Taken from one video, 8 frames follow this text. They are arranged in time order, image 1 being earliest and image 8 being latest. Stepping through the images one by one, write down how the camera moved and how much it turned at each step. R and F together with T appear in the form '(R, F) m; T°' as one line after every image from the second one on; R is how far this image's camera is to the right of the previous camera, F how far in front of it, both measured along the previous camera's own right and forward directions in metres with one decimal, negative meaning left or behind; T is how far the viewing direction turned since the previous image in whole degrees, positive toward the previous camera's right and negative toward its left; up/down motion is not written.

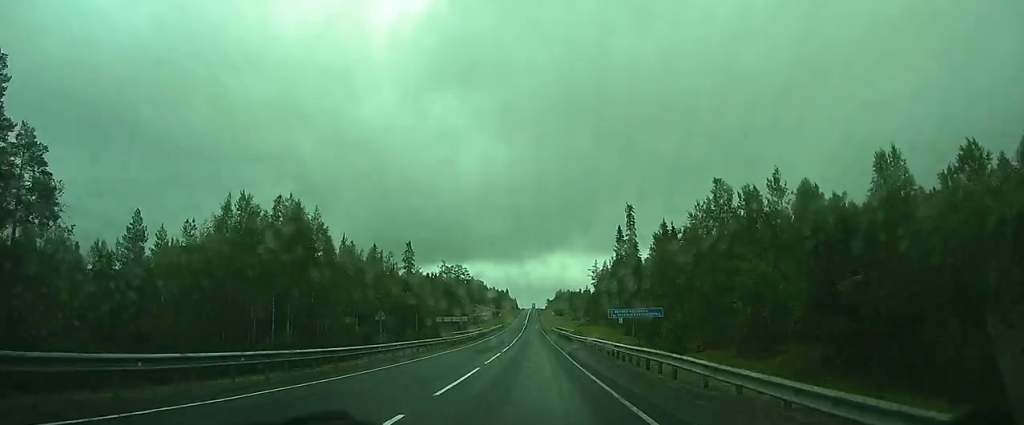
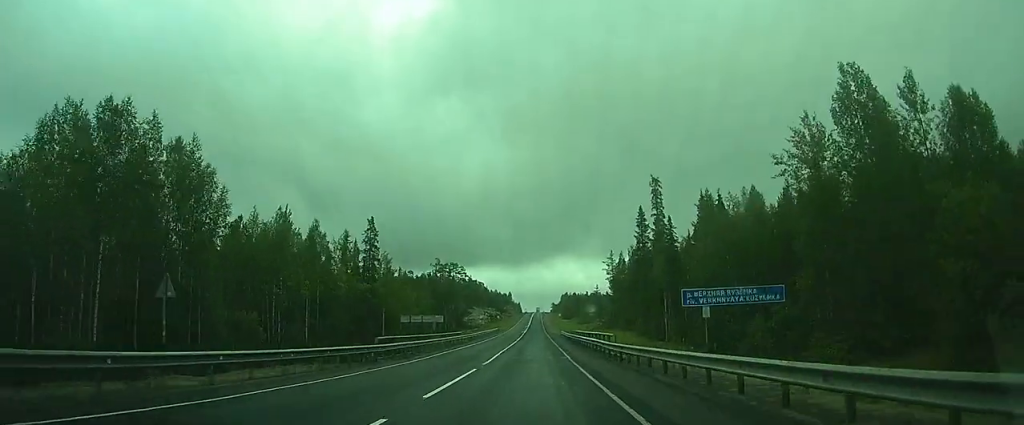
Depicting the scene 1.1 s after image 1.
(-0.1, +27.5) m; 0°
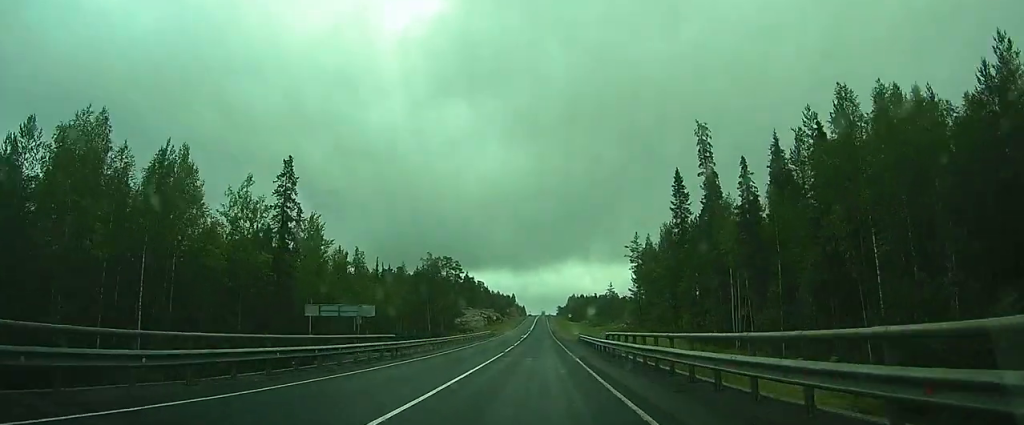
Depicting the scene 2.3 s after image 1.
(0.0, +29.5) m; 0°
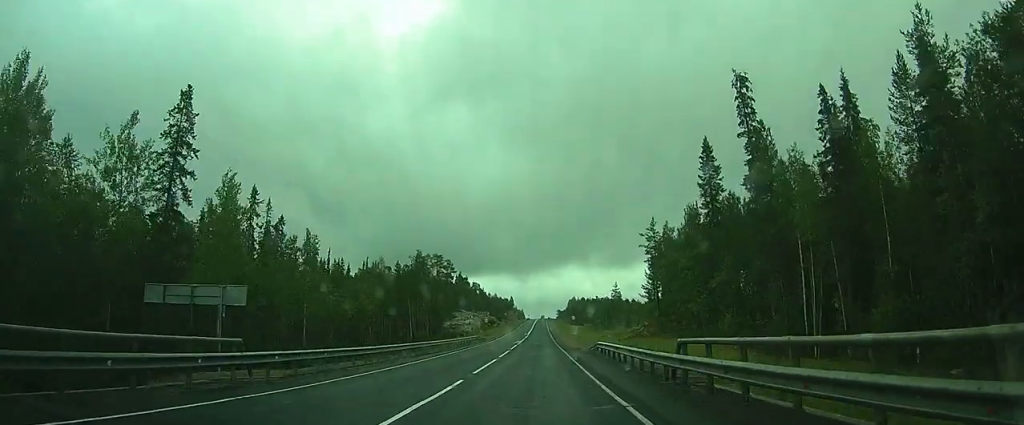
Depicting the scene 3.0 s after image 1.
(0.0, +16.7) m; 0°
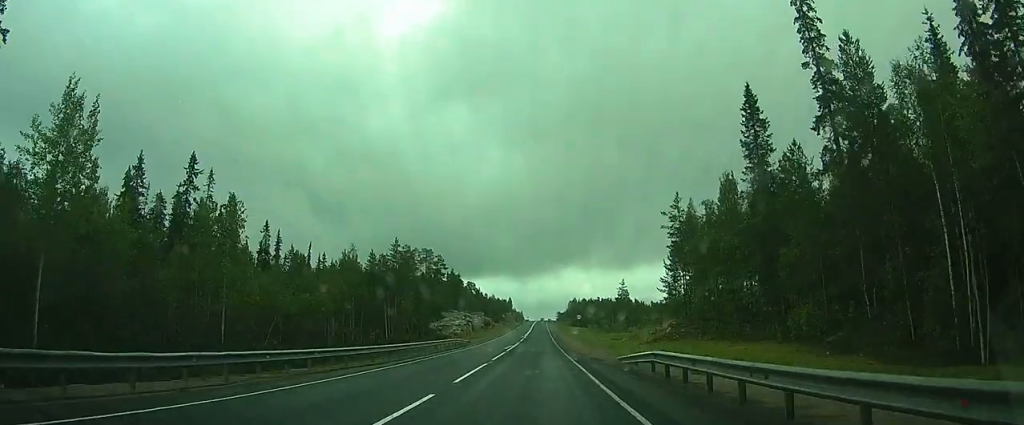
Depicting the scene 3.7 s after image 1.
(0.0, +16.5) m; 0°
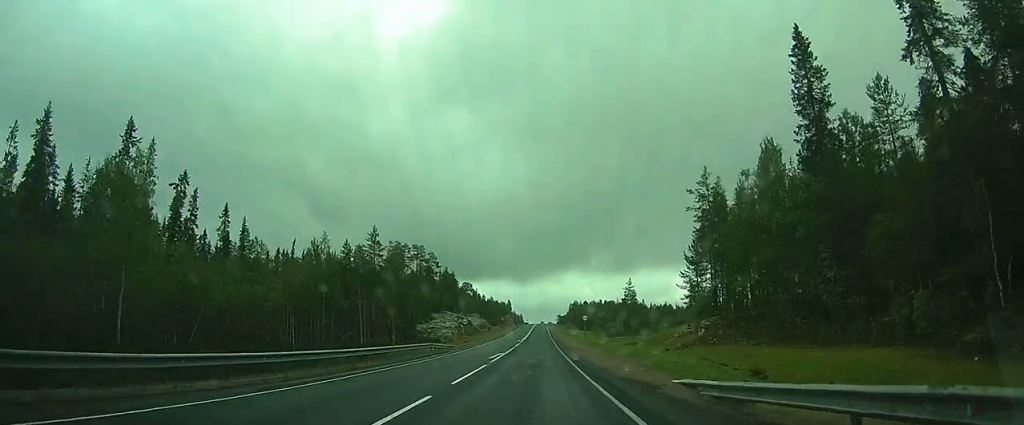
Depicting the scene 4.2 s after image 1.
(0.0, +12.3) m; 0°
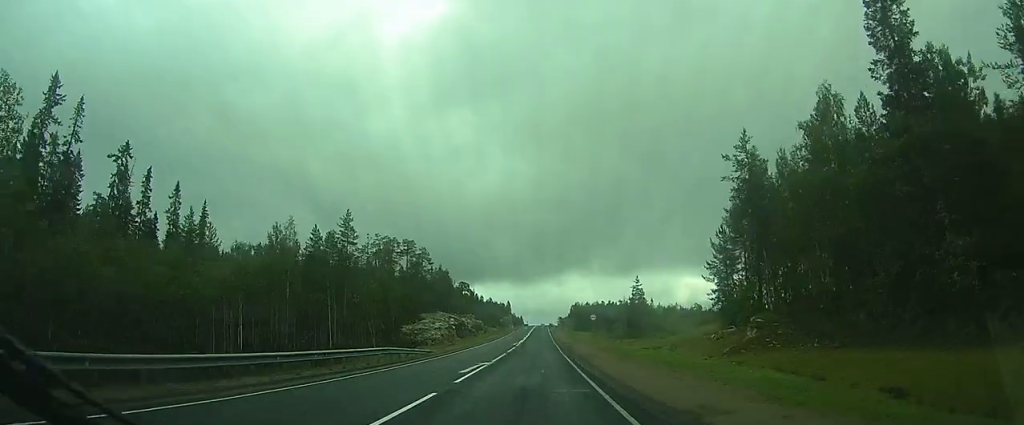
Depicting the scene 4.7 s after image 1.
(0.0, +11.5) m; 0°
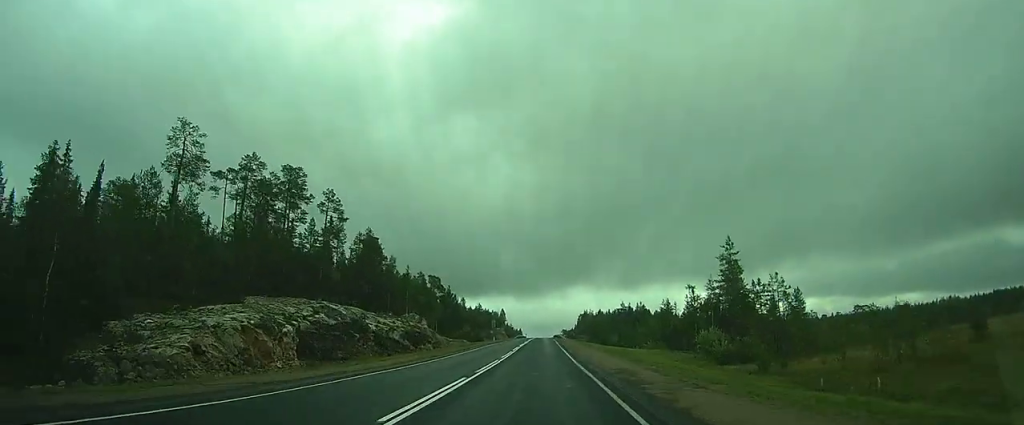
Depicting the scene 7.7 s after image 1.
(-0.5, +68.0) m; -1°
